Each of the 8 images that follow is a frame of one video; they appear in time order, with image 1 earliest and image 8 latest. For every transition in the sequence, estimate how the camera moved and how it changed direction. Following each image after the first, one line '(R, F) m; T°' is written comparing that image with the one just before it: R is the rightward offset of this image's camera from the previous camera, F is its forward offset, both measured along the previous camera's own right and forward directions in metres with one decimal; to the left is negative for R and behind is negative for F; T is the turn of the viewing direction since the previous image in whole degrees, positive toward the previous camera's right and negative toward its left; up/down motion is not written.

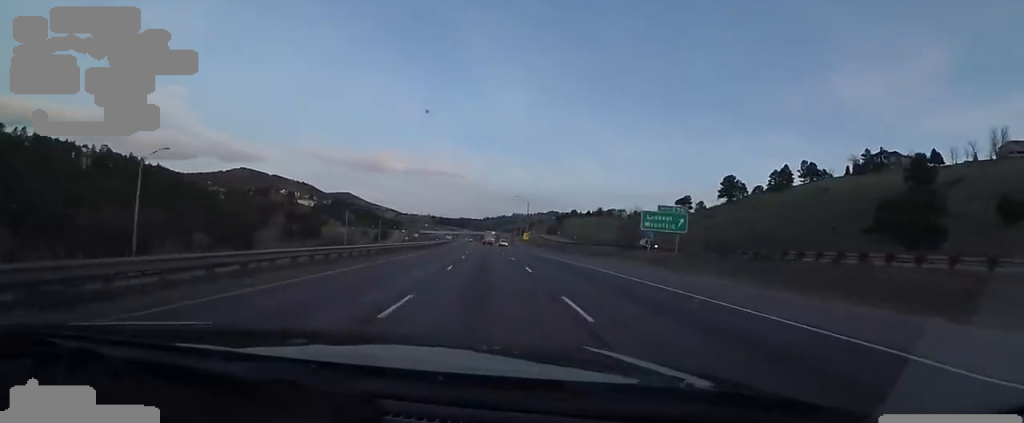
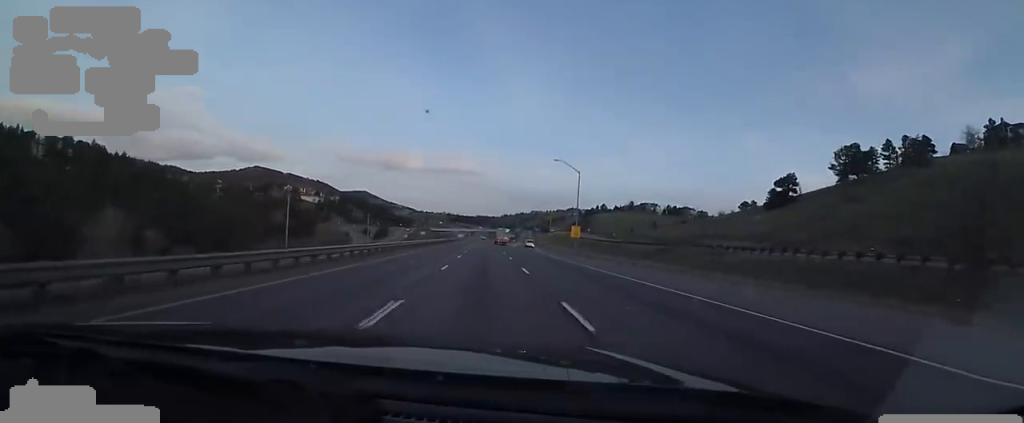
(-1.7, +49.6) m; -4°
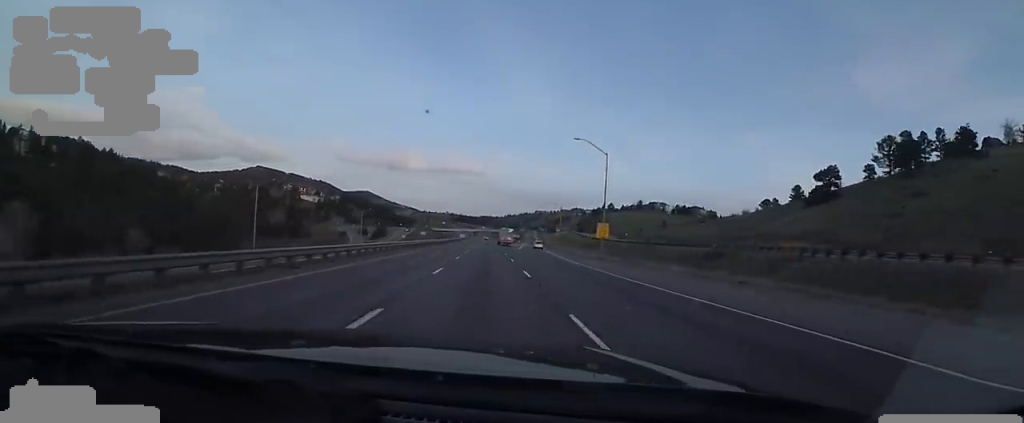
(-0.1, +13.8) m; -1°
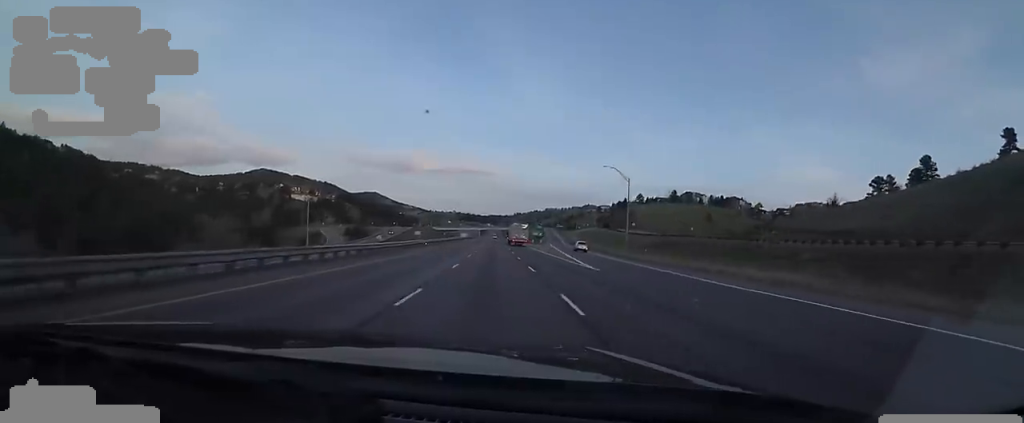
(-0.4, +55.7) m; 0°
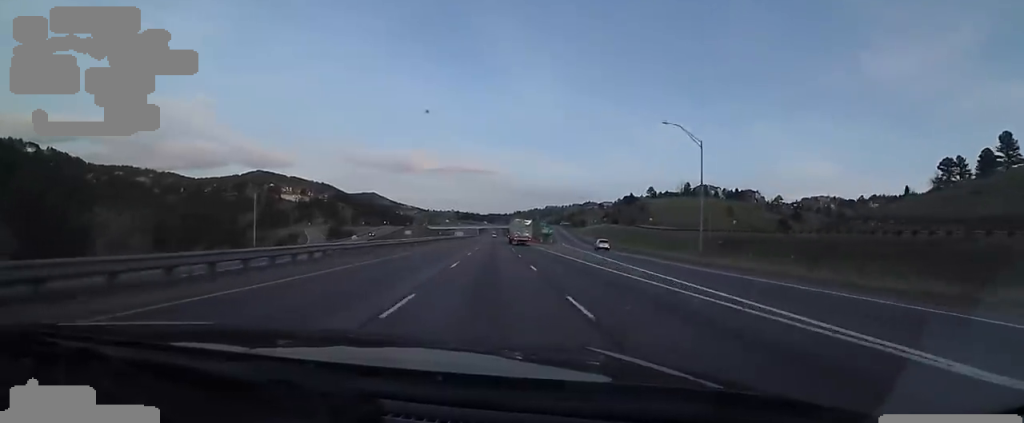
(0.0, +25.3) m; 0°
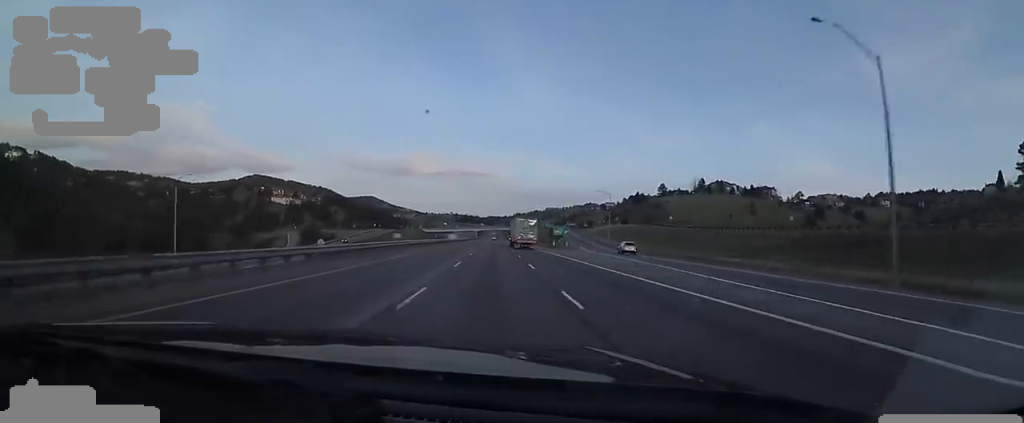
(-0.8, +23.2) m; 0°
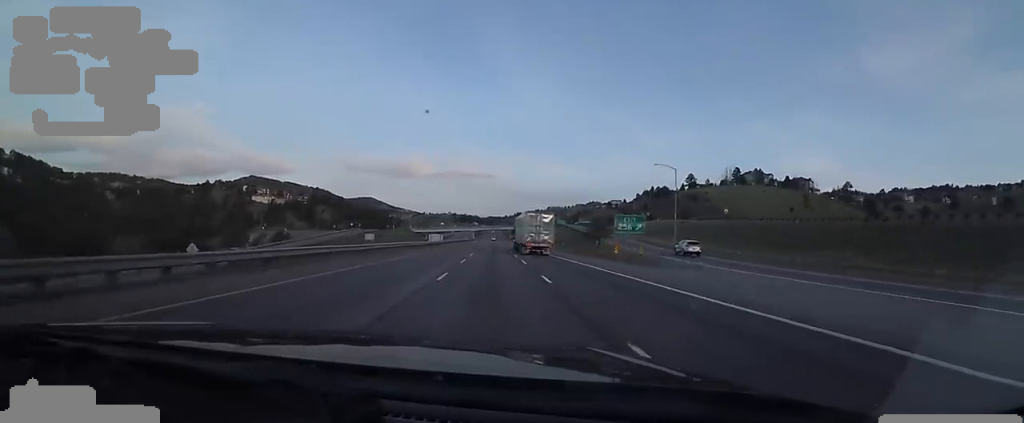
(+1.9, +43.3) m; +2°
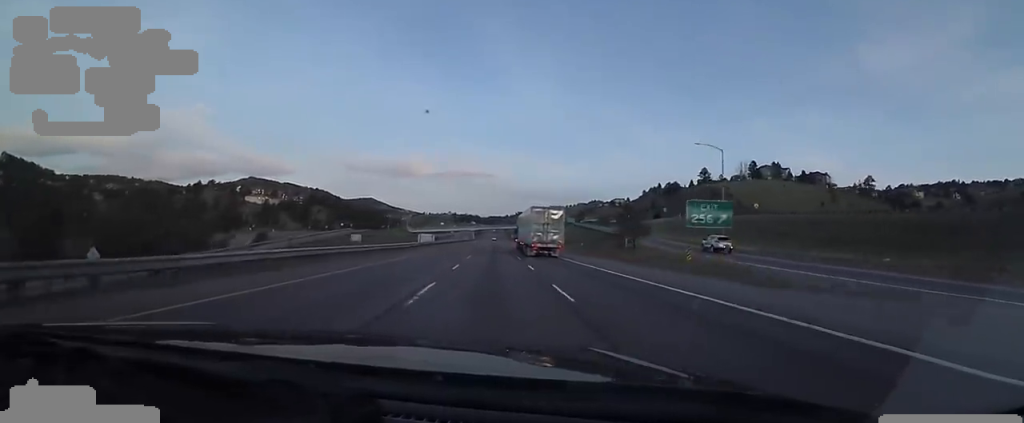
(+0.3, +15.8) m; -1°
